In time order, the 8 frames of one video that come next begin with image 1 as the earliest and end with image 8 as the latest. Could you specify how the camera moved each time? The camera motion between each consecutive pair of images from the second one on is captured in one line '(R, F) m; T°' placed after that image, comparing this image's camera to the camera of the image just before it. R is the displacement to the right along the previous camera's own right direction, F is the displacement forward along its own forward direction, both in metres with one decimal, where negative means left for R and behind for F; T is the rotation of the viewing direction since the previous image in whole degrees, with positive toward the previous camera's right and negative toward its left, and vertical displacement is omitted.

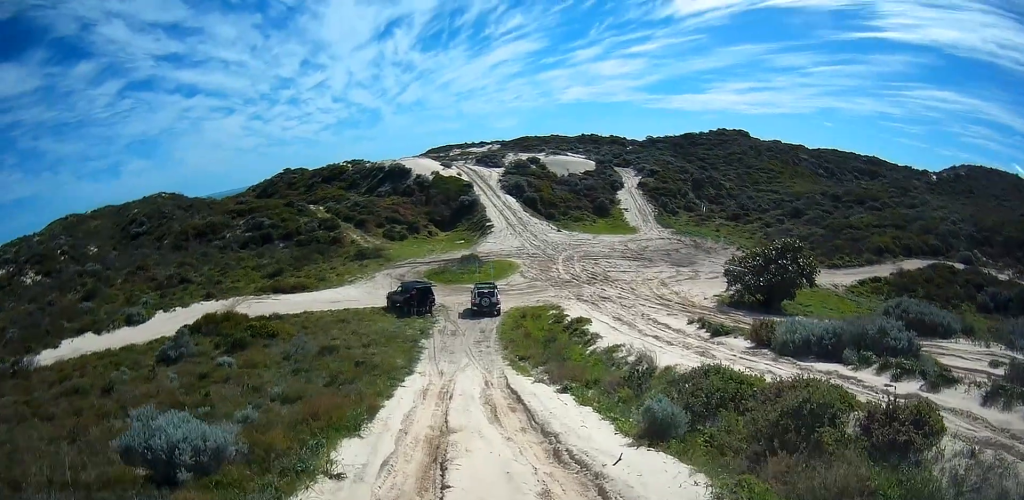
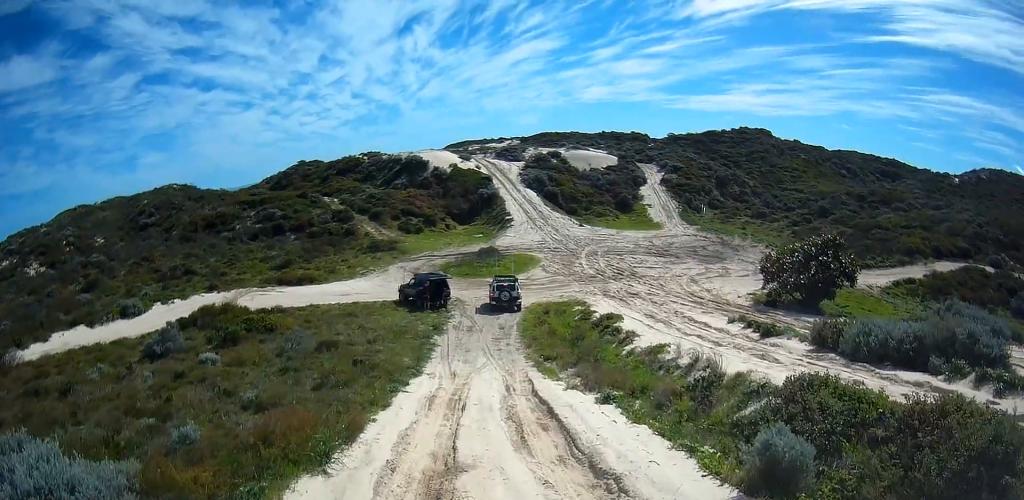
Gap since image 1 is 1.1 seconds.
(0.0, +2.0) m; -1°
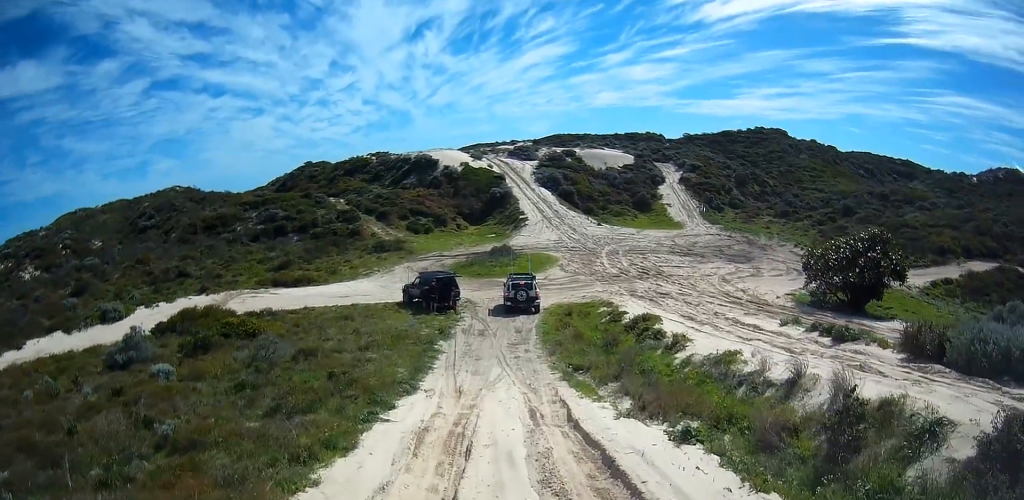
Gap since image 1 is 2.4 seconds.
(-0.1, +2.9) m; -4°
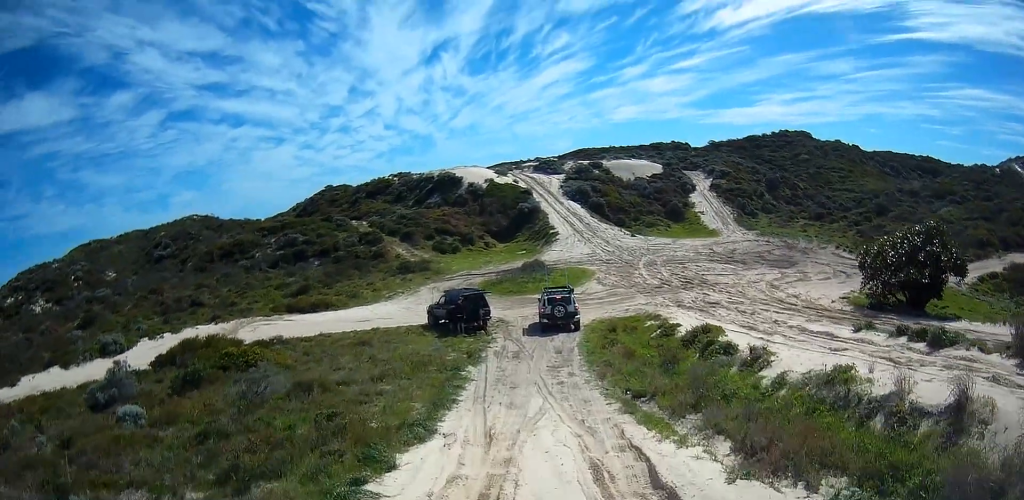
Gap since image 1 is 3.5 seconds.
(-0.1, +2.8) m; -1°
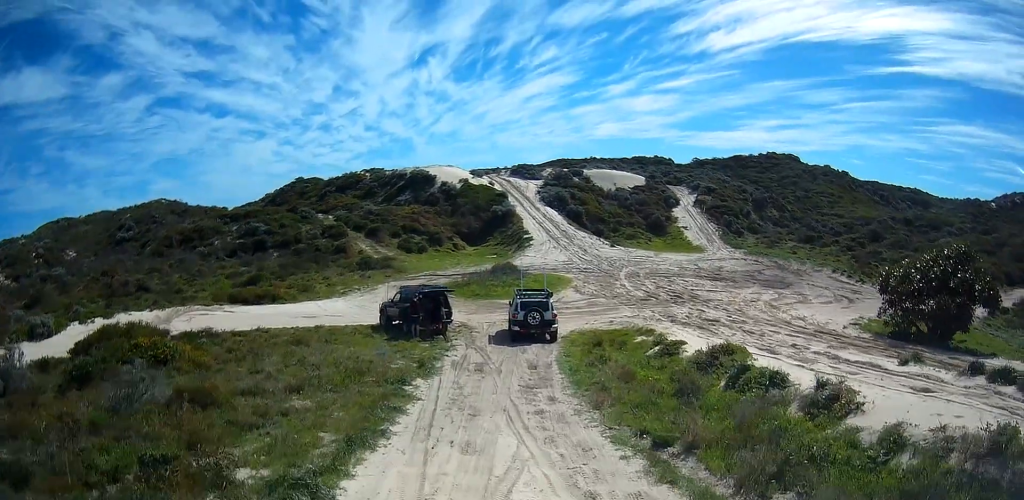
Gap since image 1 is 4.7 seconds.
(0.0, +4.1) m; -4°
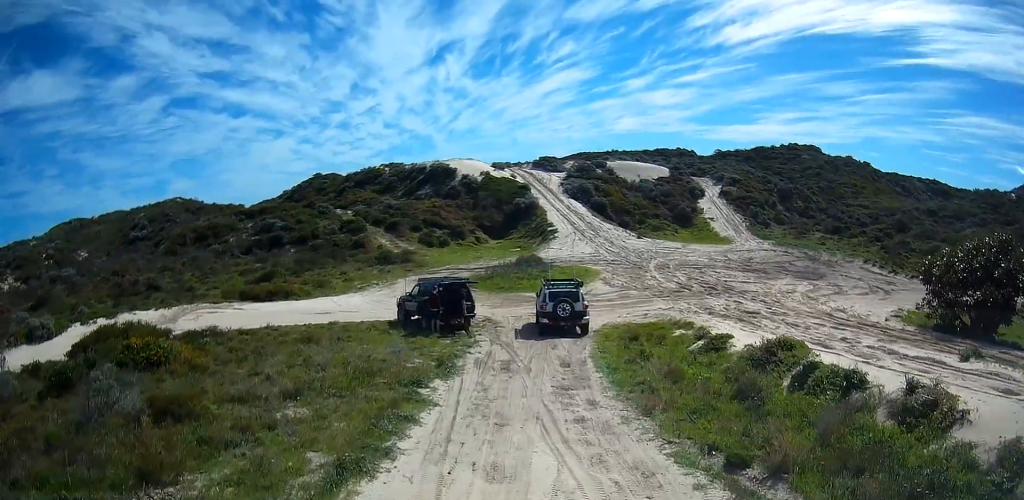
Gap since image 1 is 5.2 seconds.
(0.0, +1.8) m; -3°
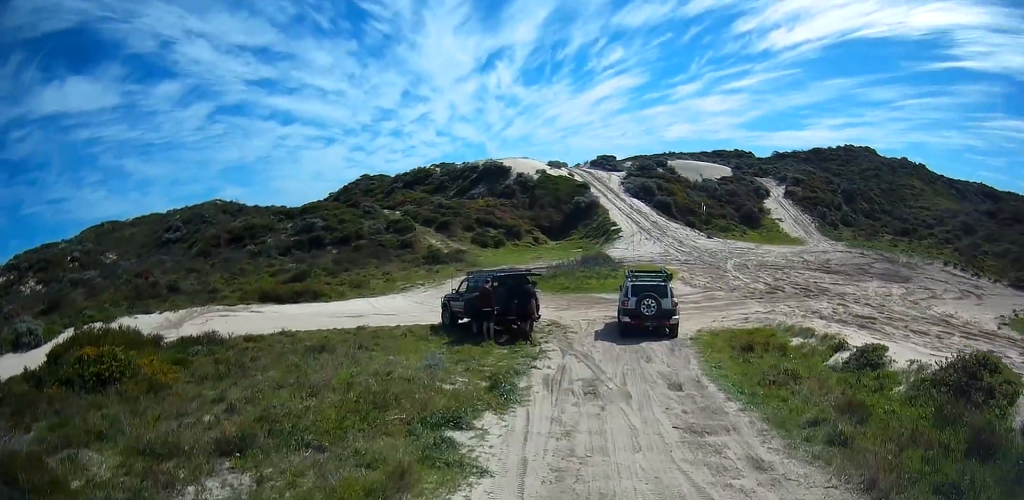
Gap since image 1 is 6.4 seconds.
(-0.3, +4.6) m; -2°
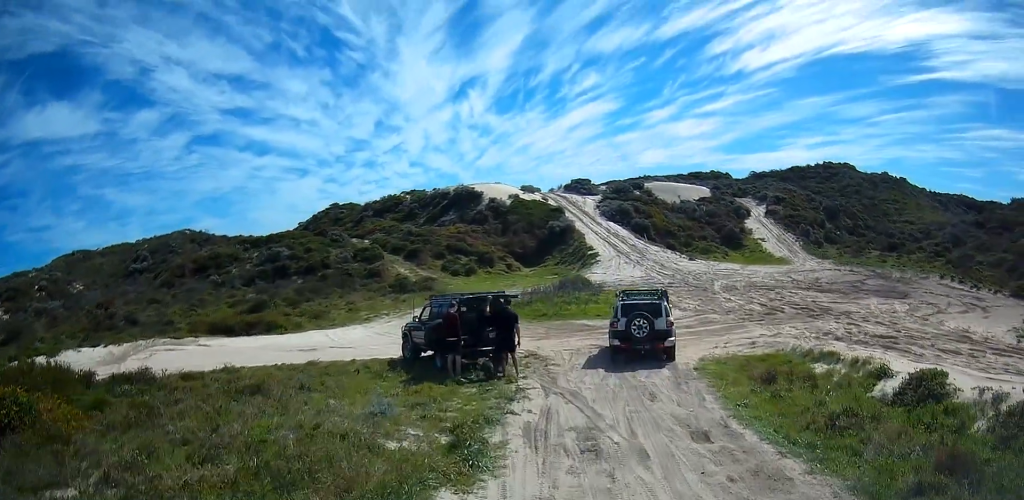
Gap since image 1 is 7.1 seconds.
(0.0, +2.7) m; +6°
